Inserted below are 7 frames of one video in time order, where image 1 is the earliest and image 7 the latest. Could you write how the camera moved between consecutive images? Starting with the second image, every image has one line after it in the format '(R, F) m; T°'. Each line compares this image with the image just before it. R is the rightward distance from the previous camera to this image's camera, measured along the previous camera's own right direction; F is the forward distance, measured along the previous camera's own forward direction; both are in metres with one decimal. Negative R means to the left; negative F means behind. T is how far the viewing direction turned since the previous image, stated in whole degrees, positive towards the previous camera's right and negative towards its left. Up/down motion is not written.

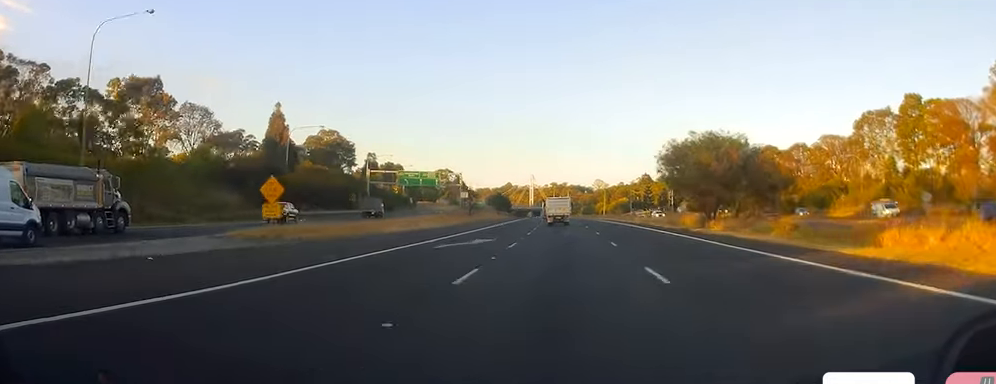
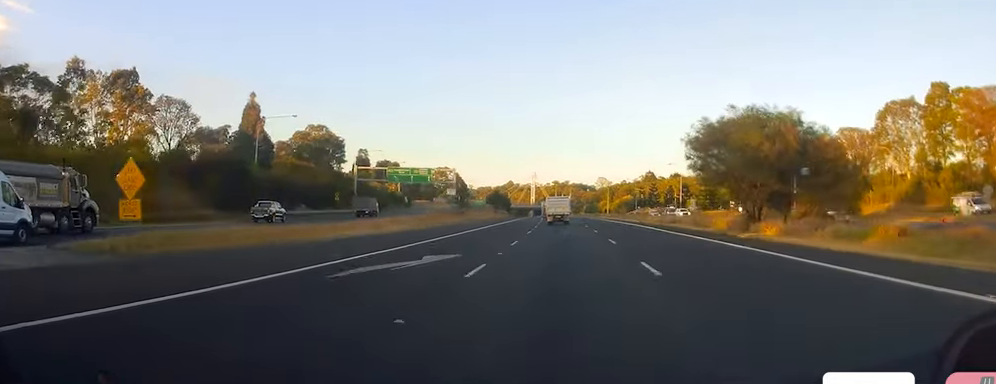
(-0.1, +10.8) m; 0°
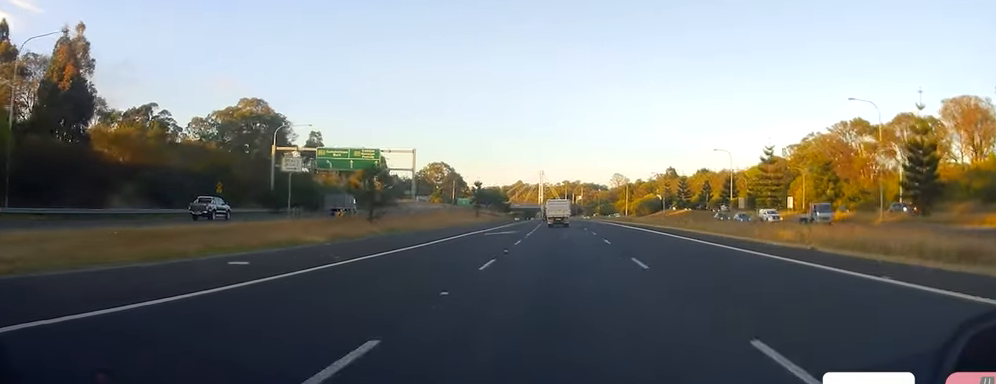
(-0.6, +46.0) m; -1°
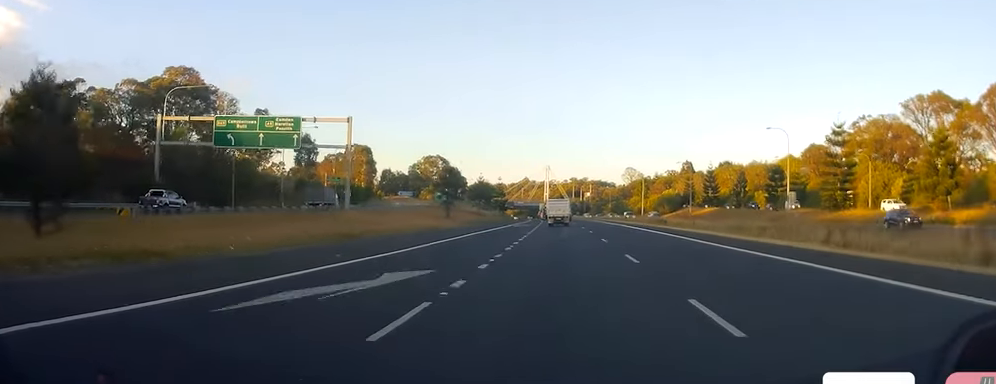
(-0.1, +31.4) m; 0°
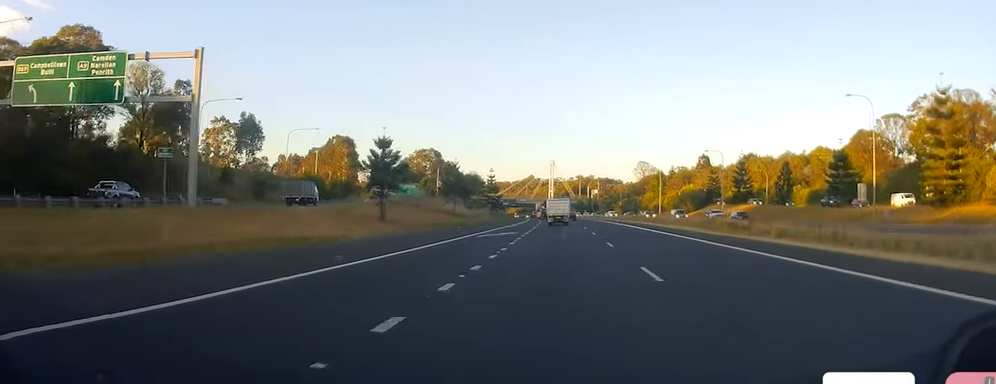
(0.0, +28.8) m; +1°
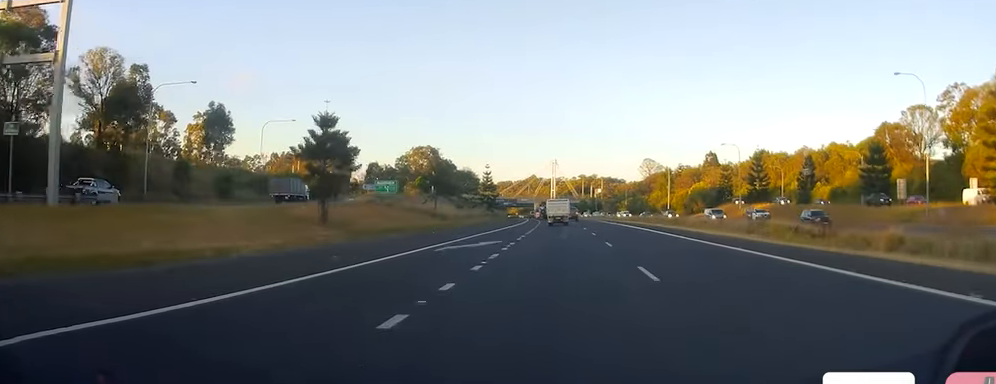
(+0.3, +11.7) m; 0°
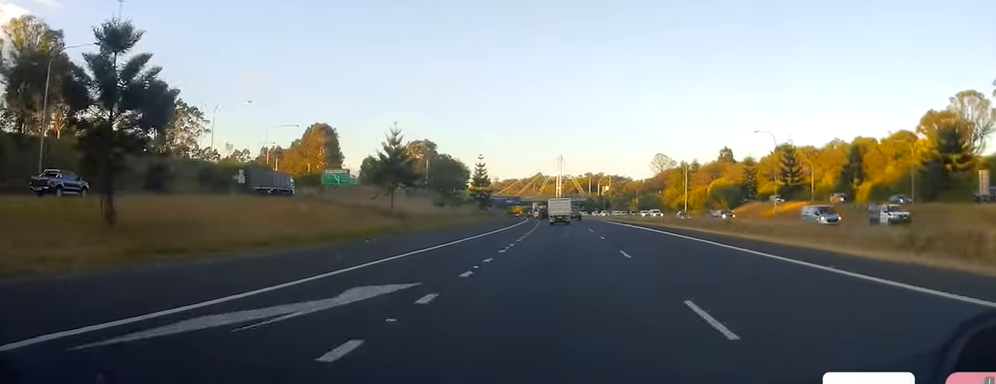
(0.0, +18.0) m; -1°
